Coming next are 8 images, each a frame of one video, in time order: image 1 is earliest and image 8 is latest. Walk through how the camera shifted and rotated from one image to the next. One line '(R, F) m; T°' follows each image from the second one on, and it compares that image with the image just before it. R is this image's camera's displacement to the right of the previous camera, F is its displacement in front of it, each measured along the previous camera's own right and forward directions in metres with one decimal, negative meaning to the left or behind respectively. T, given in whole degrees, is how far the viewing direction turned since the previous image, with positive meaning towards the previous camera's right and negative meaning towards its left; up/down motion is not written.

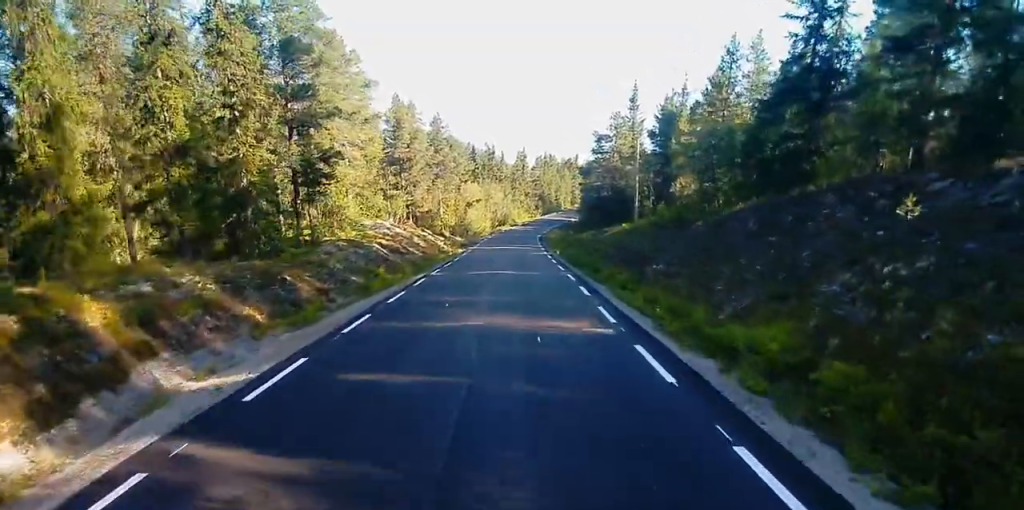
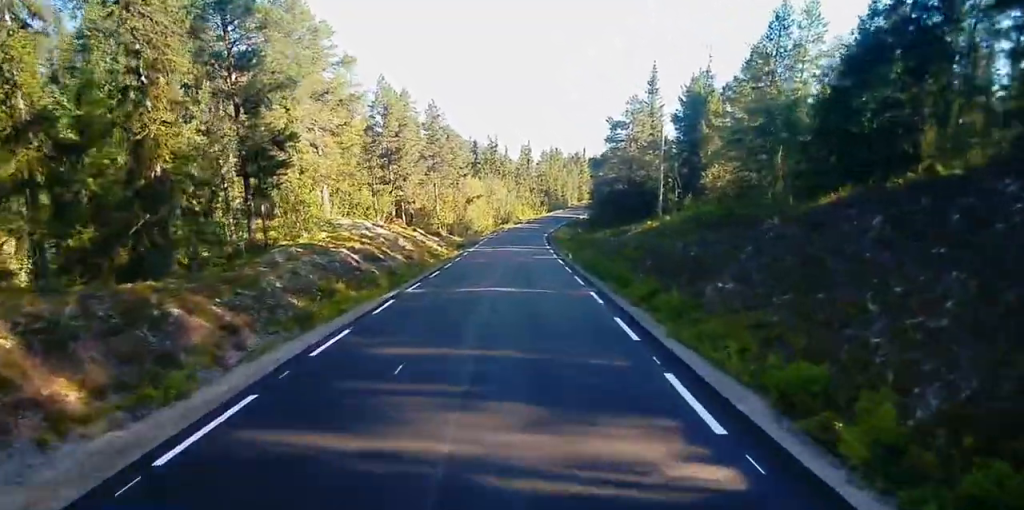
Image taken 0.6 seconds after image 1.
(-0.1, +8.6) m; 0°
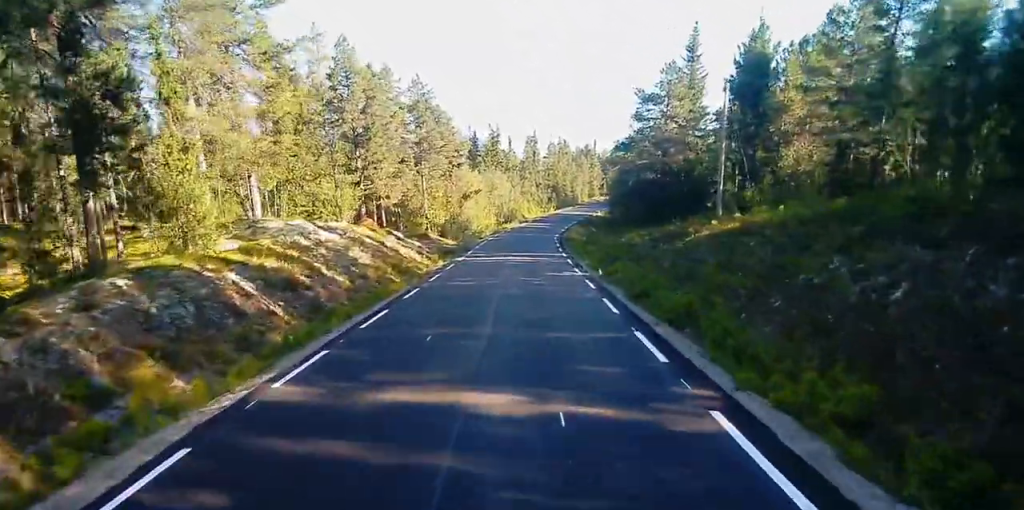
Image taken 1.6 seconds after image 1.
(0.0, +14.2) m; 0°
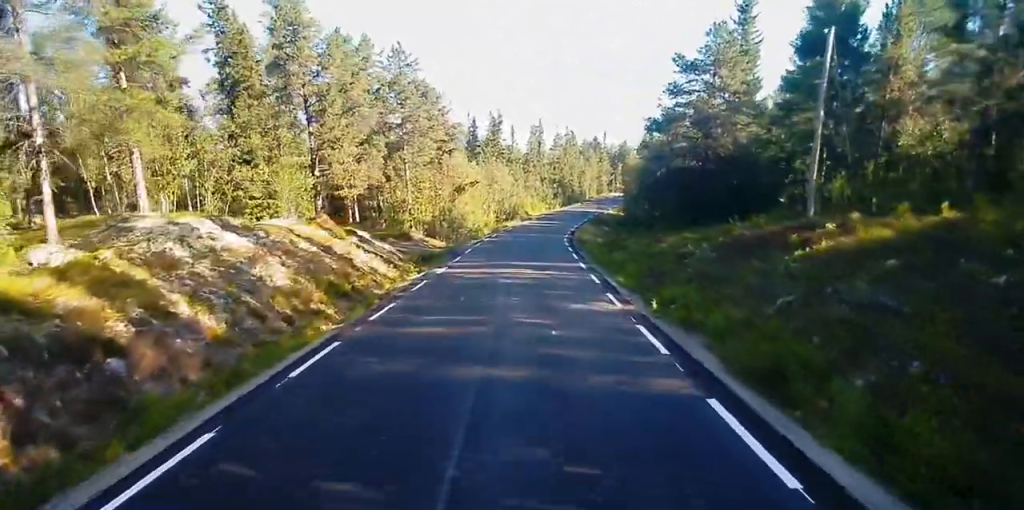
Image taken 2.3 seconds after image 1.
(0.0, +11.6) m; 0°
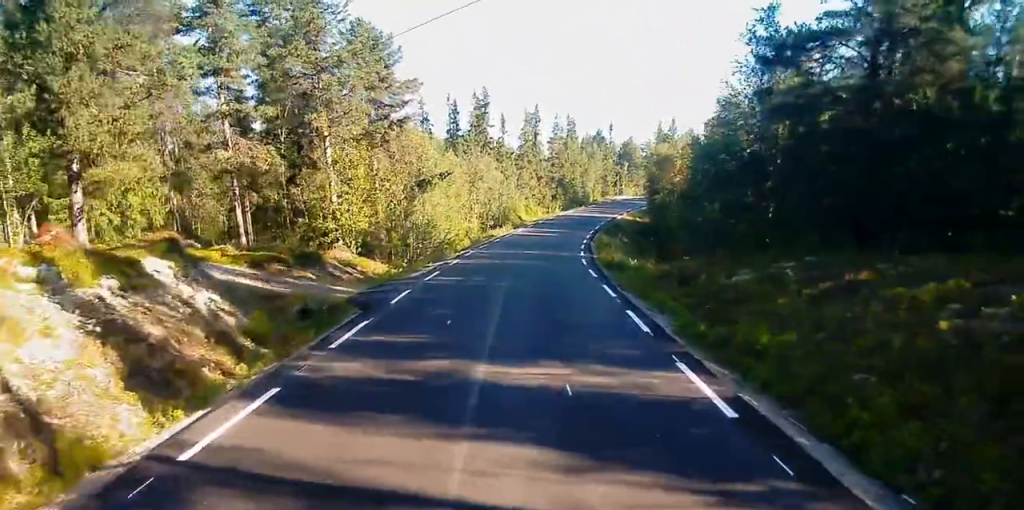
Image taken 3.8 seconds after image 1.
(+0.2, +21.8) m; +1°
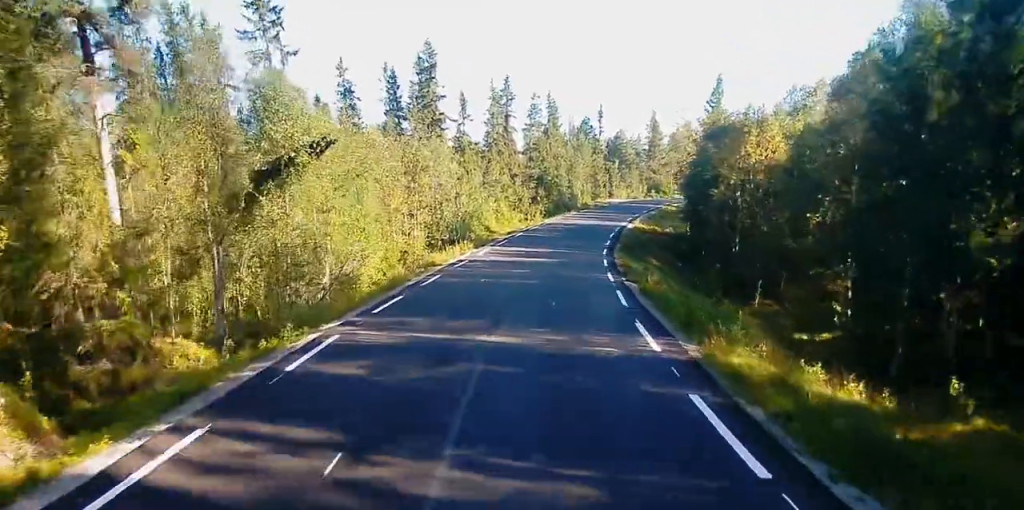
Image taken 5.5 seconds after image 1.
(+0.1, +25.9) m; +2°
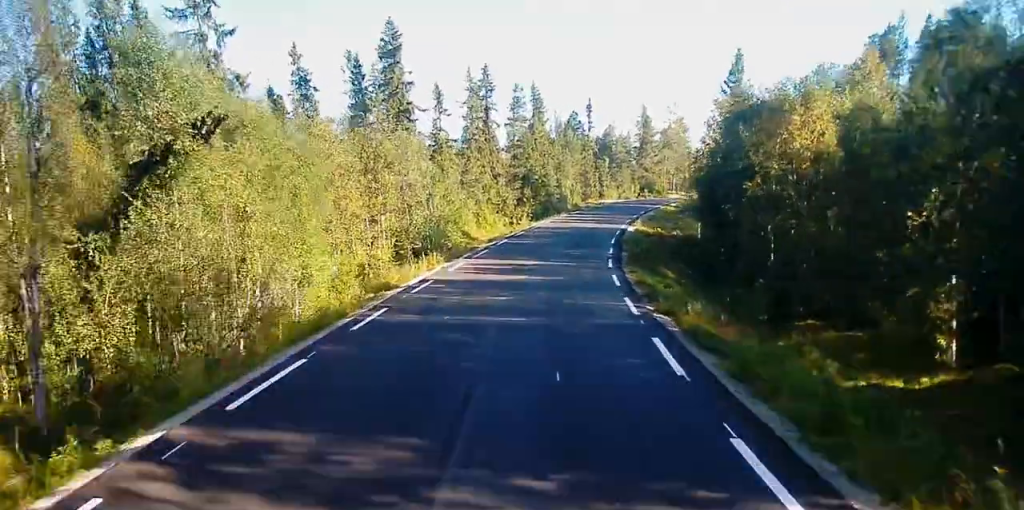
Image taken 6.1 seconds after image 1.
(+0.2, +8.0) m; +1°
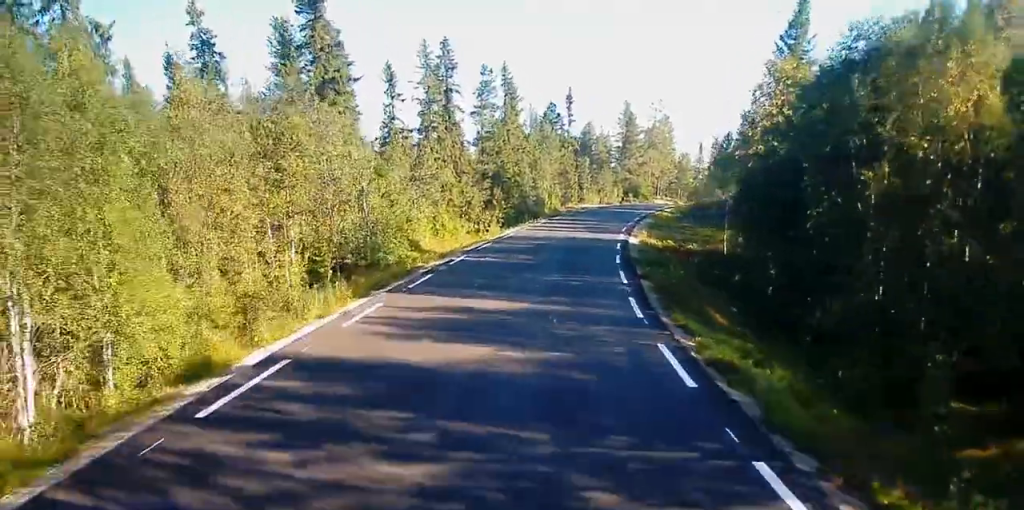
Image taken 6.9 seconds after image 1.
(+0.2, +12.6) m; +2°
